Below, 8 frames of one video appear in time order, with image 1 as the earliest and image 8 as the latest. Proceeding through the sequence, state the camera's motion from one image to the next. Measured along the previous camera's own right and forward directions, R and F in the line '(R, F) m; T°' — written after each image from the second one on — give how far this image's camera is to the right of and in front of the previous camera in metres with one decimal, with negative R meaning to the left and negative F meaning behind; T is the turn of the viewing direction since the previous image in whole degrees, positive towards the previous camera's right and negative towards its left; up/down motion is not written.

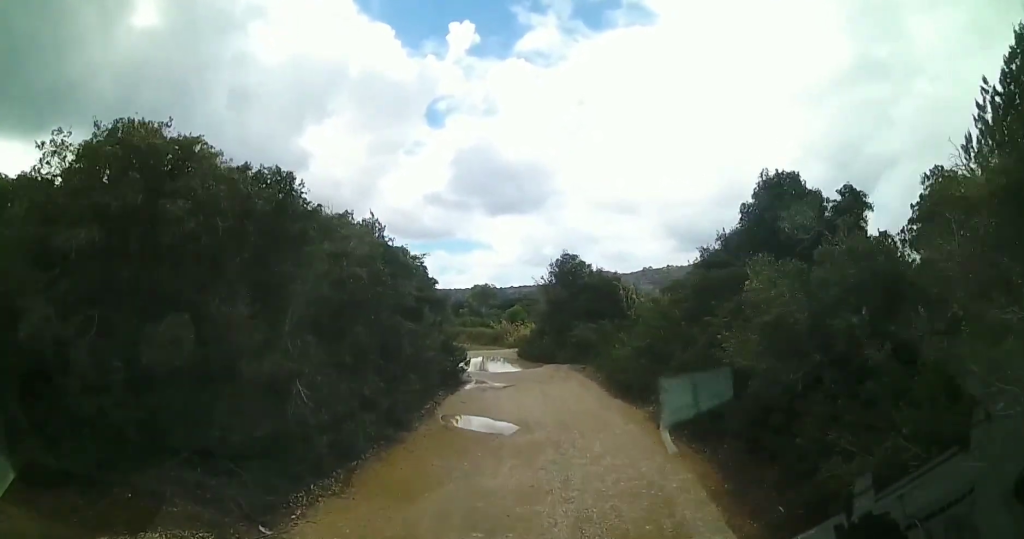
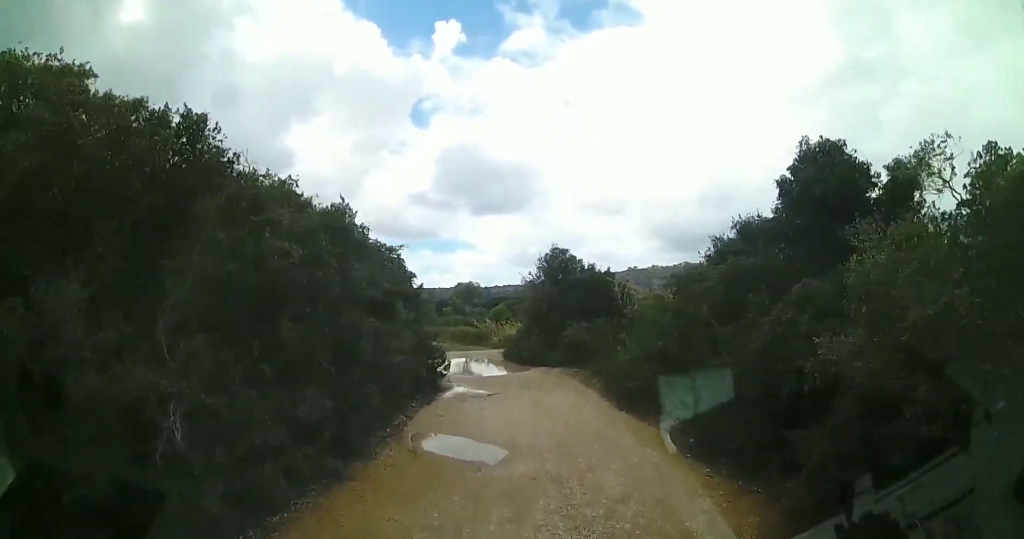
(0.0, +2.0) m; +1°
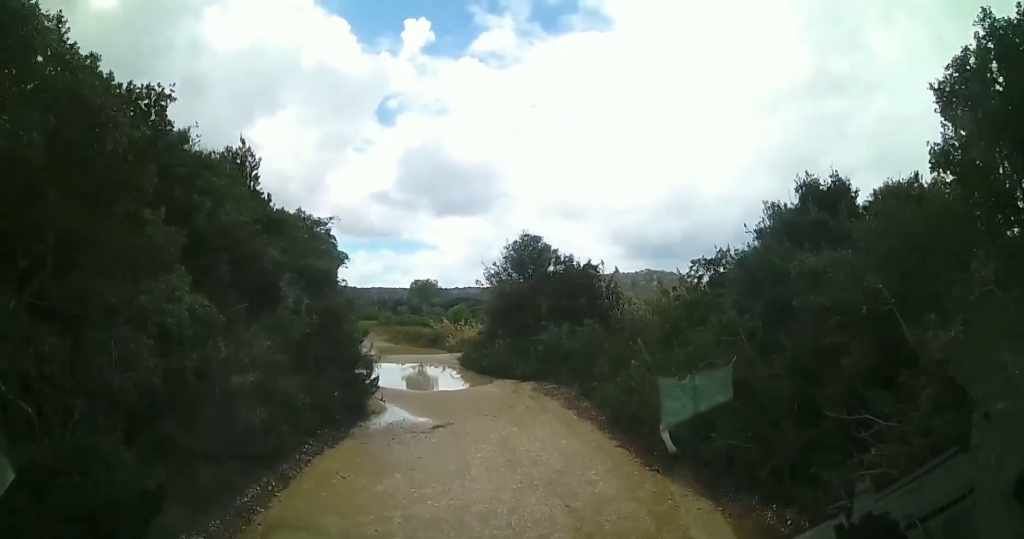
(+0.3, +5.0) m; +8°
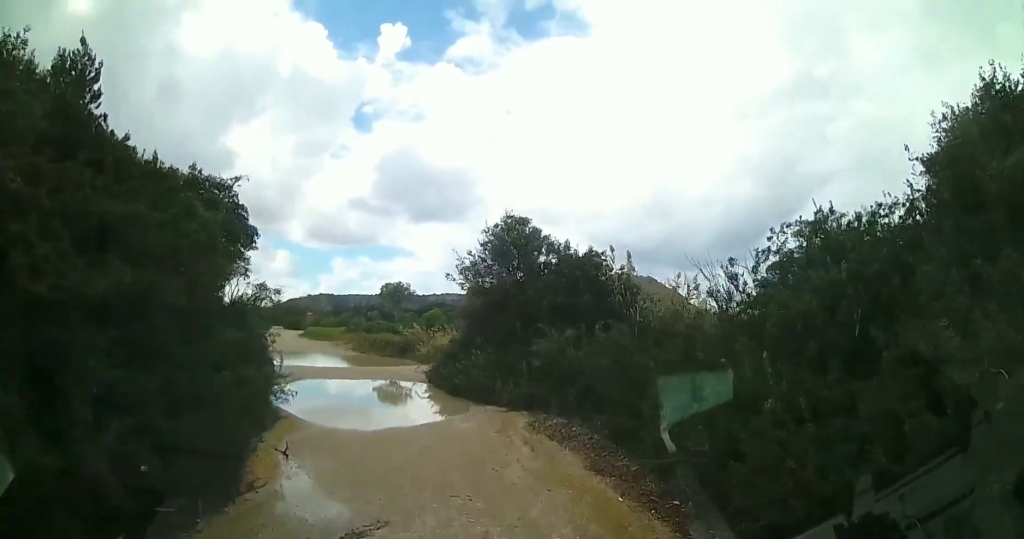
(+0.2, +5.5) m; -3°
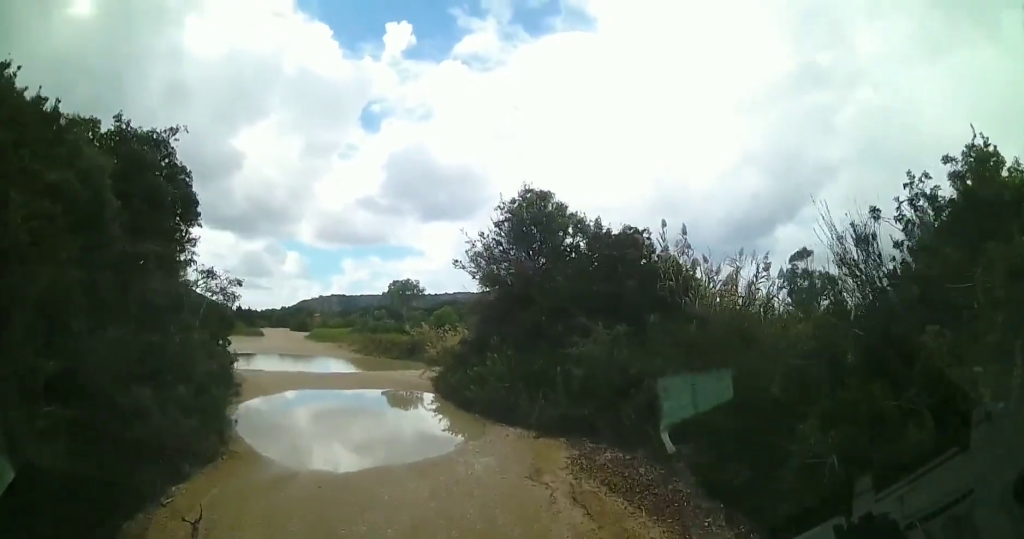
(-0.2, +3.4) m; -3°
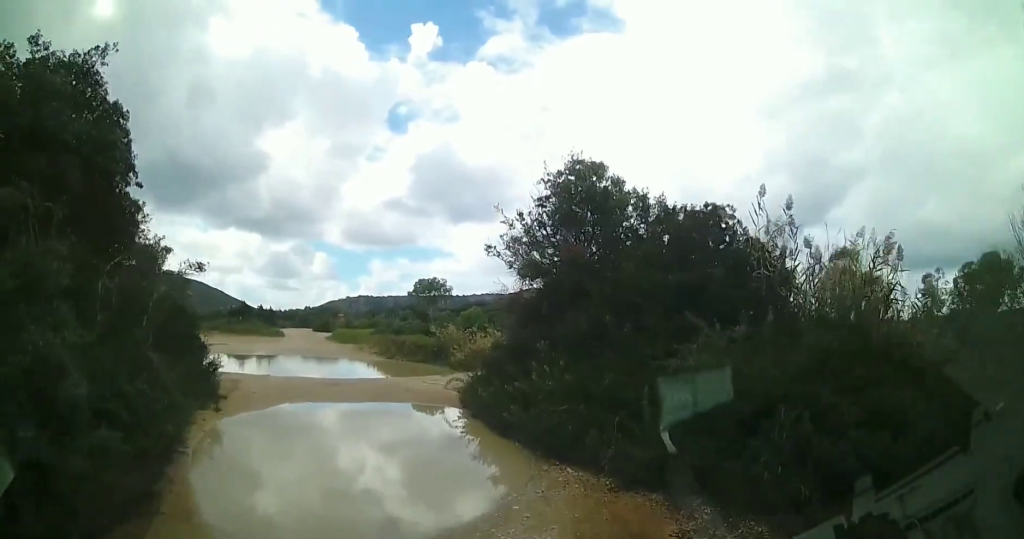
(-0.1, +3.2) m; +5°
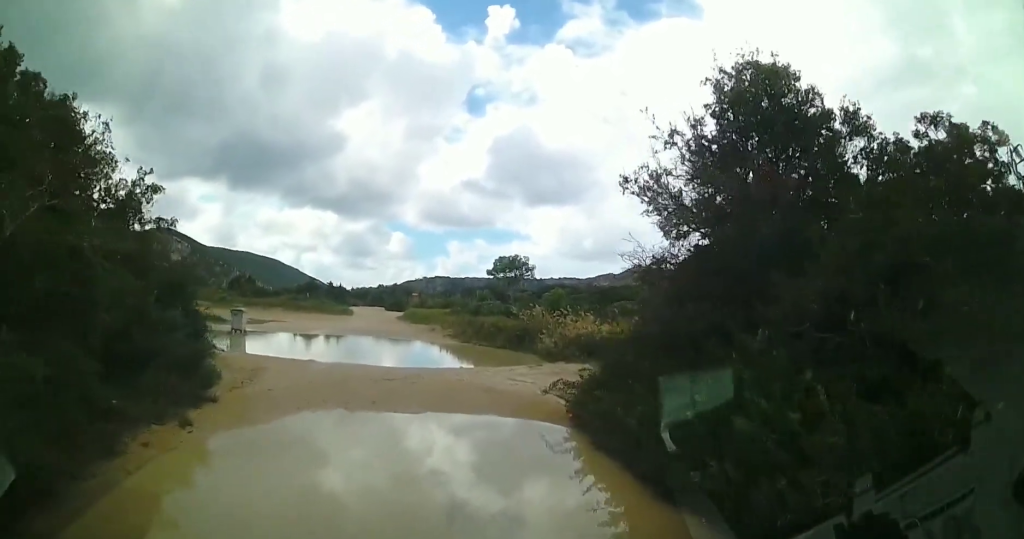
(+0.4, +5.2) m; -3°
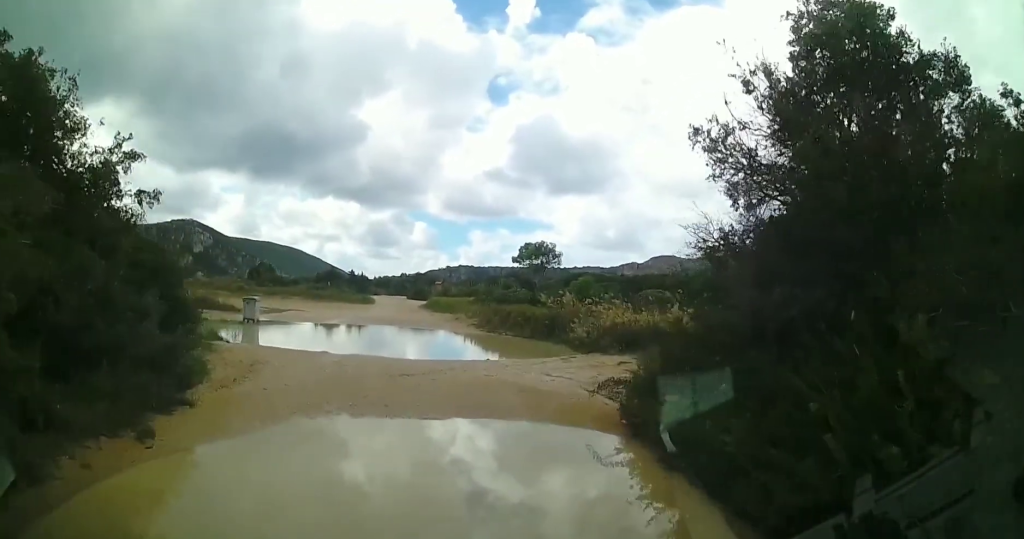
(-0.2, +1.8) m; -4°
